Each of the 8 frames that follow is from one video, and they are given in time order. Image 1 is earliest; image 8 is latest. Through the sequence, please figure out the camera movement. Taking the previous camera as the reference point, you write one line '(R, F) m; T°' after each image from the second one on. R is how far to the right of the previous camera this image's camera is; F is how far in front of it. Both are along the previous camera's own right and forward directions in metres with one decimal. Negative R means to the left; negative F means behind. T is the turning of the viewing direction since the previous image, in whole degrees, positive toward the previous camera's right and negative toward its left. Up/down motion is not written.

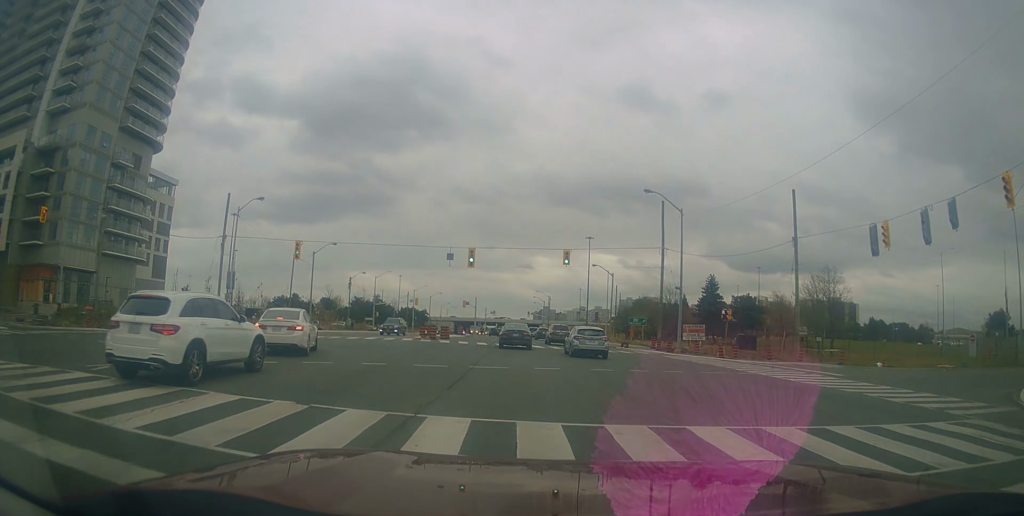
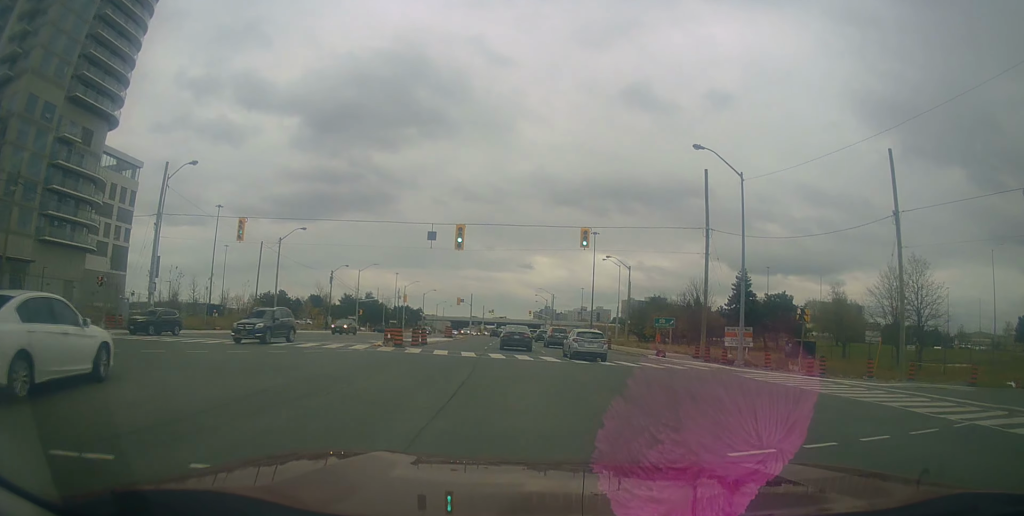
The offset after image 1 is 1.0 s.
(+0.3, +12.6) m; 0°
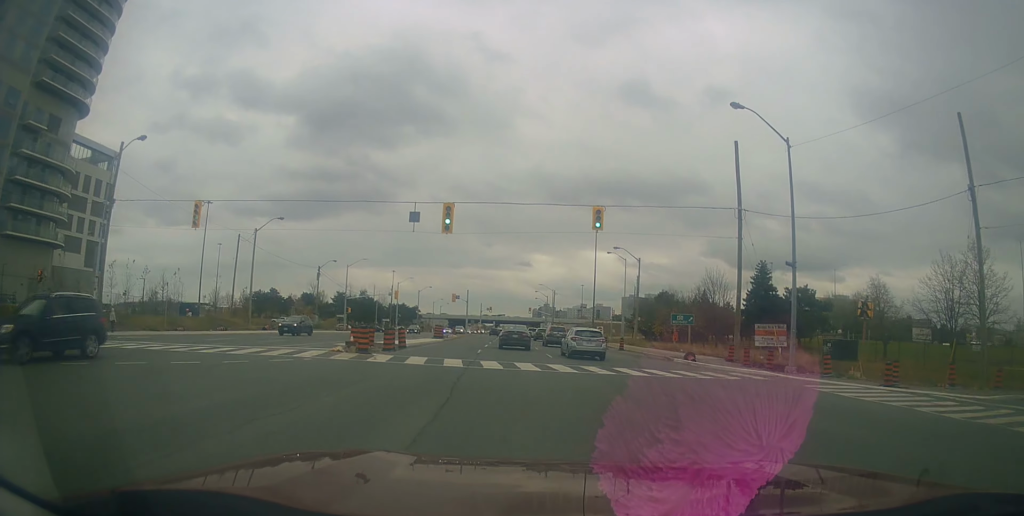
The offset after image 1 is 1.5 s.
(-0.1, +6.8) m; 0°
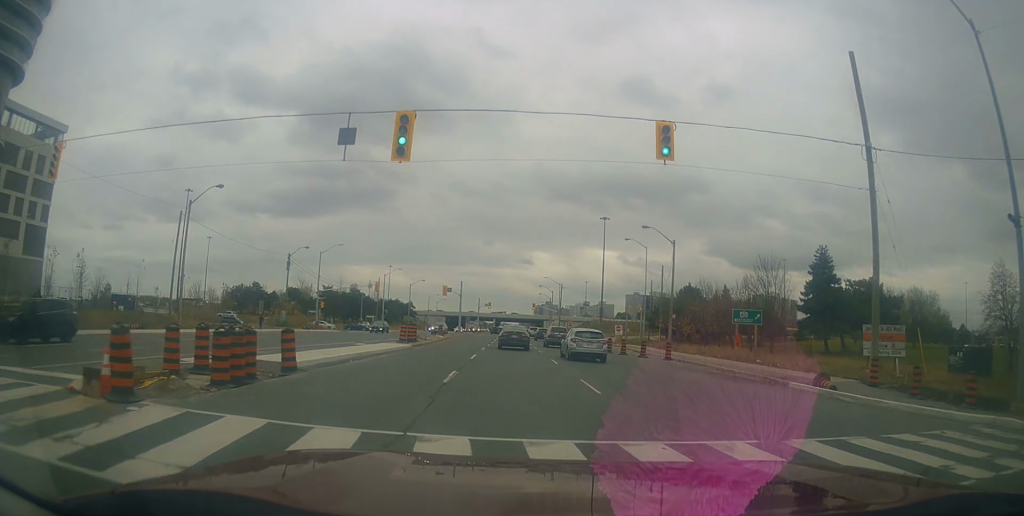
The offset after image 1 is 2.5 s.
(-0.1, +14.7) m; 0°
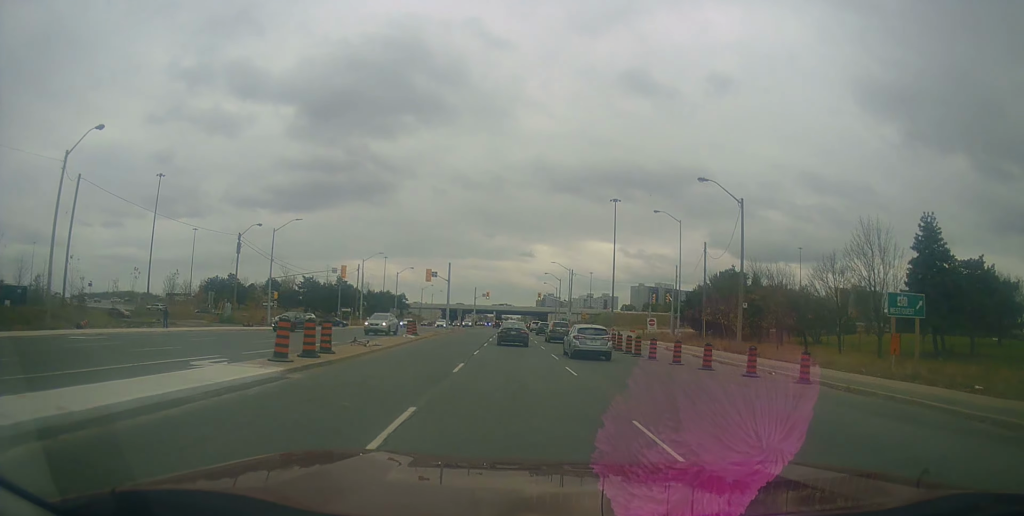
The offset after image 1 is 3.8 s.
(0.0, +16.9) m; 0°
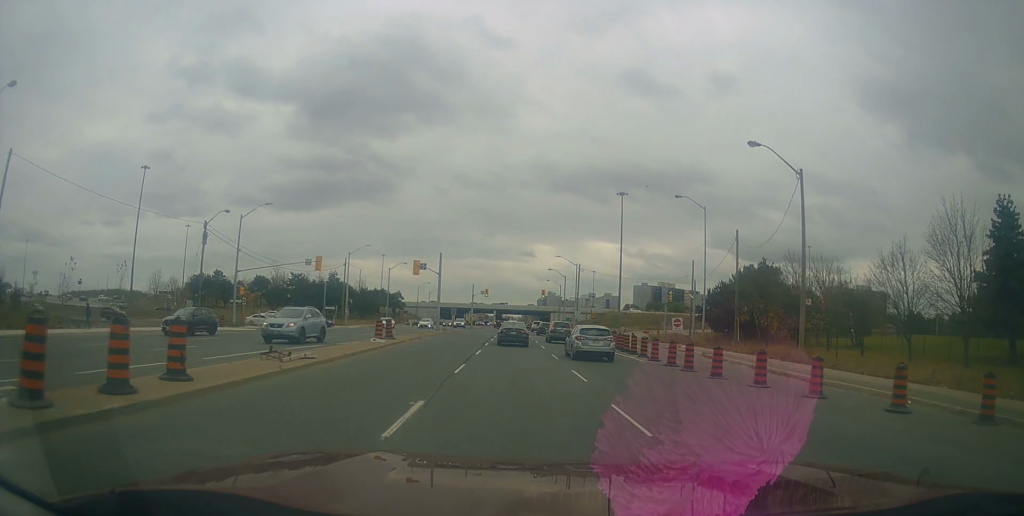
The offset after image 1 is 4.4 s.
(0.0, +8.5) m; -2°
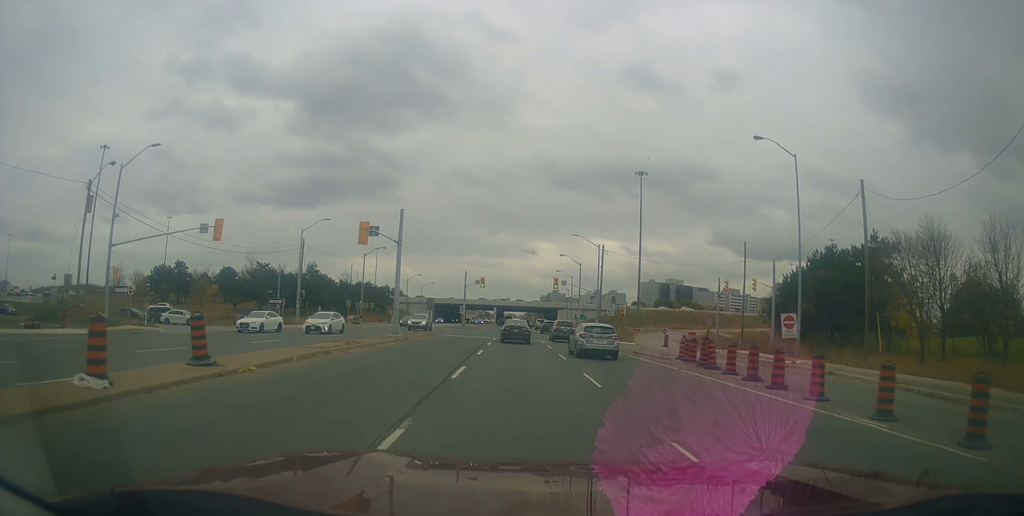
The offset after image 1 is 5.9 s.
(-0.8, +19.9) m; -1°
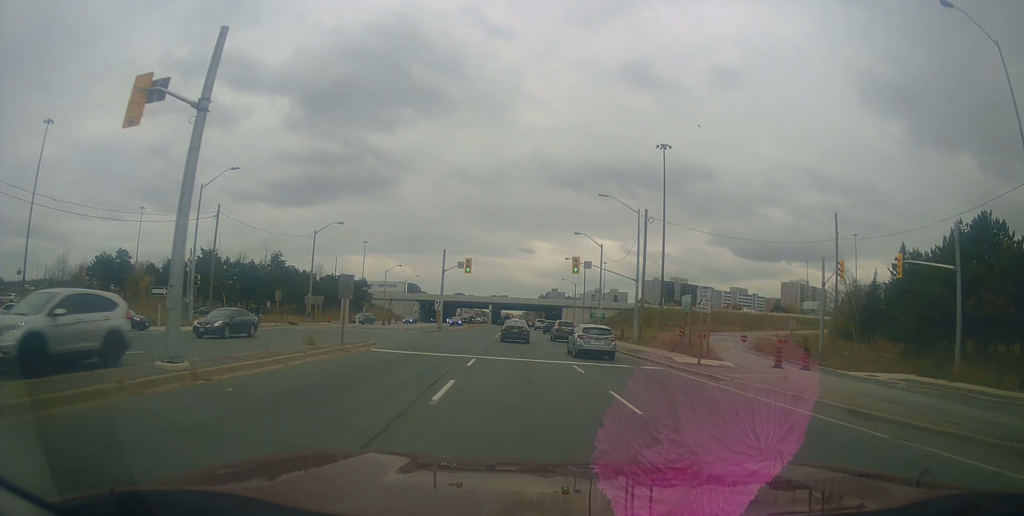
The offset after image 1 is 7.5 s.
(+1.6, +22.1) m; +3°
